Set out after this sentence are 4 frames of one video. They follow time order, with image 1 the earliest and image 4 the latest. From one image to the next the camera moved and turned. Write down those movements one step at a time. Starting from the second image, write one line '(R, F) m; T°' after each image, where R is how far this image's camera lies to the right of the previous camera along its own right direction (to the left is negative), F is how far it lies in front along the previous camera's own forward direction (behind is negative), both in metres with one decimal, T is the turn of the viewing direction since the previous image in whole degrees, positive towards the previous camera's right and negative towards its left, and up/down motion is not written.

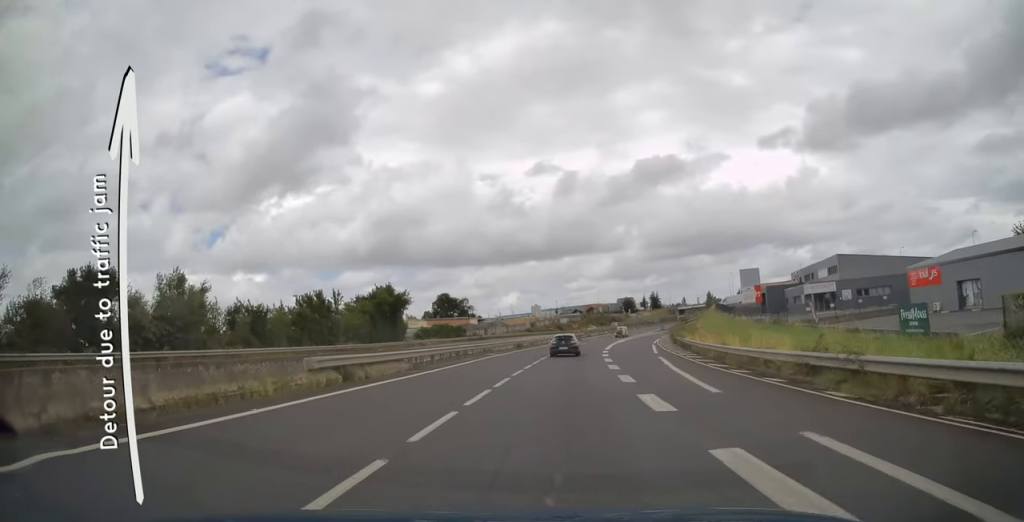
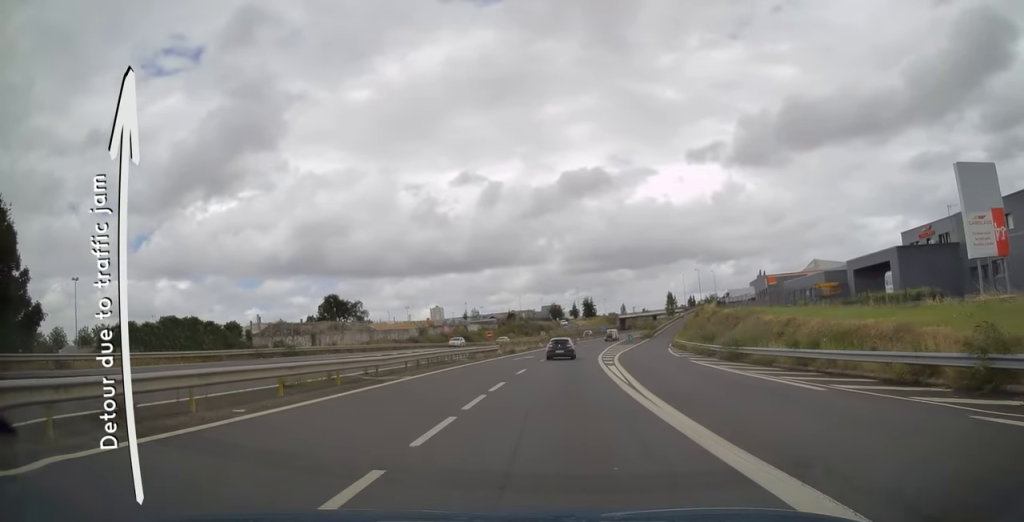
(+3.6, +53.0) m; +8°
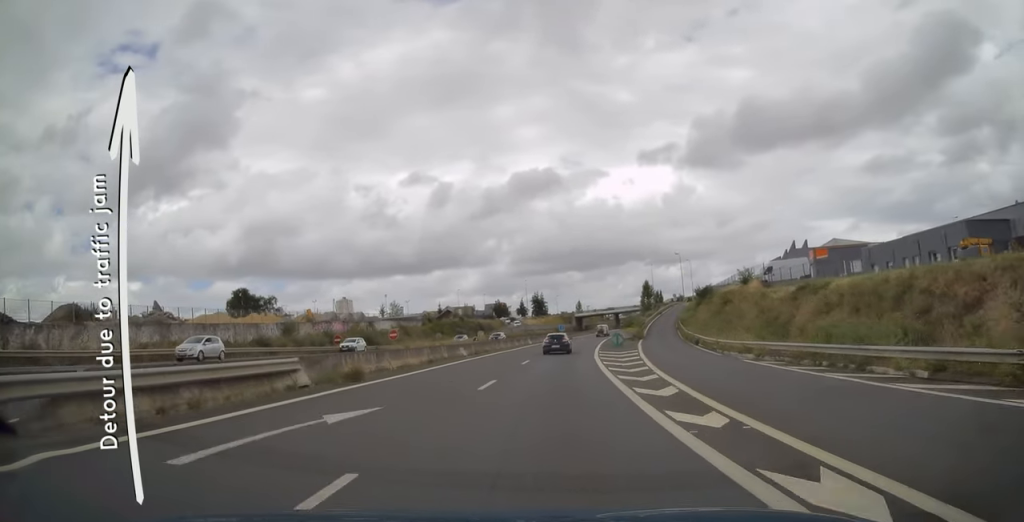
(+1.6, +34.7) m; +5°
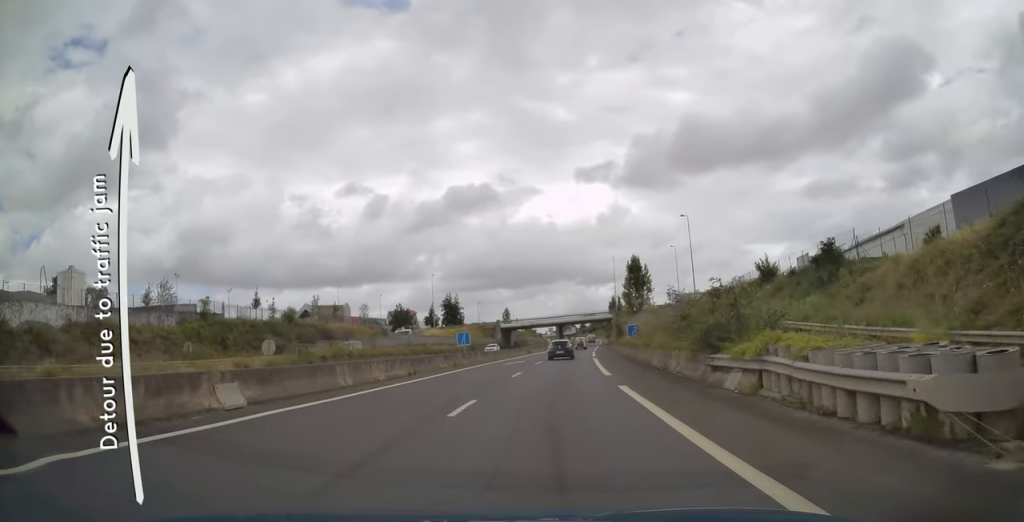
(+3.3, +57.9) m; +7°
